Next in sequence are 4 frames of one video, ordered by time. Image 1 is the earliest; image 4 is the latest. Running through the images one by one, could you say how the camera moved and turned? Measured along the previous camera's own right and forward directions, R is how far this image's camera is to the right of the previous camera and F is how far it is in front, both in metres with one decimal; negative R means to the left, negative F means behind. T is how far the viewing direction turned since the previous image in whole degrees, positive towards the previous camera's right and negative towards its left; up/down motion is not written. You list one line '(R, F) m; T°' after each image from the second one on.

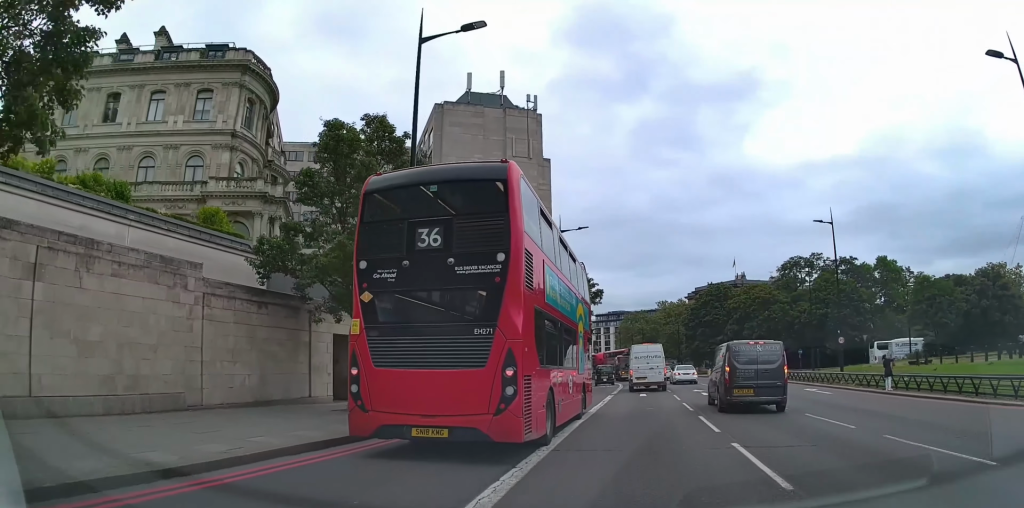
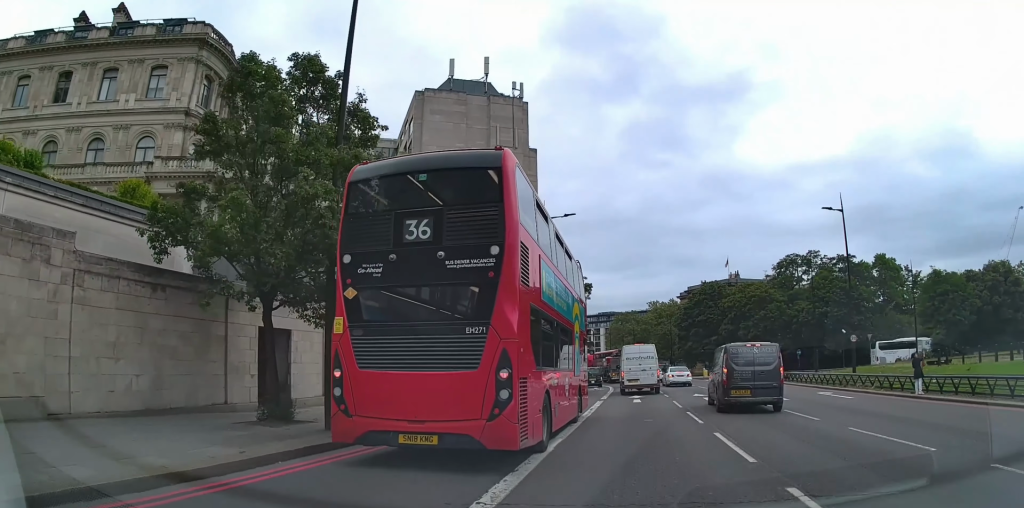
(+0.1, +3.8) m; +1°
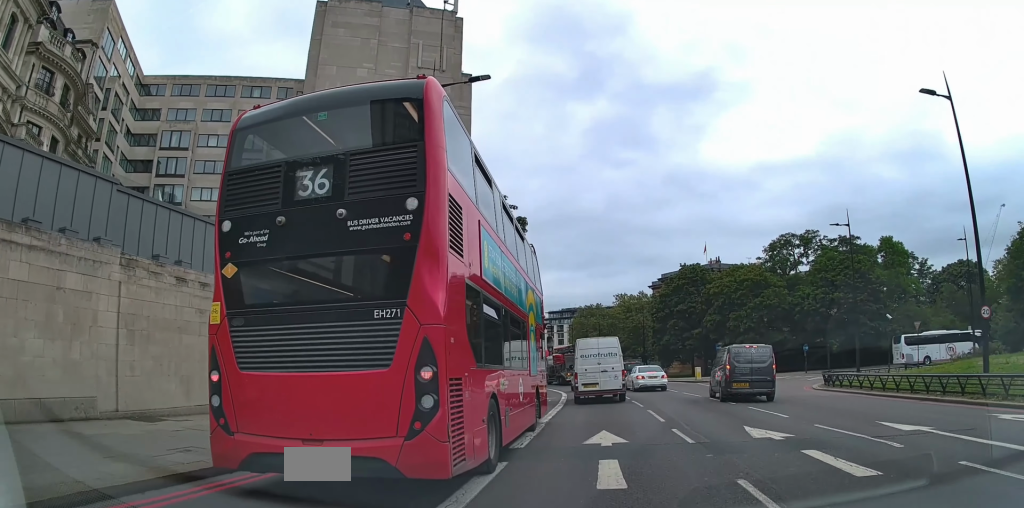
(+0.6, +17.8) m; +4°
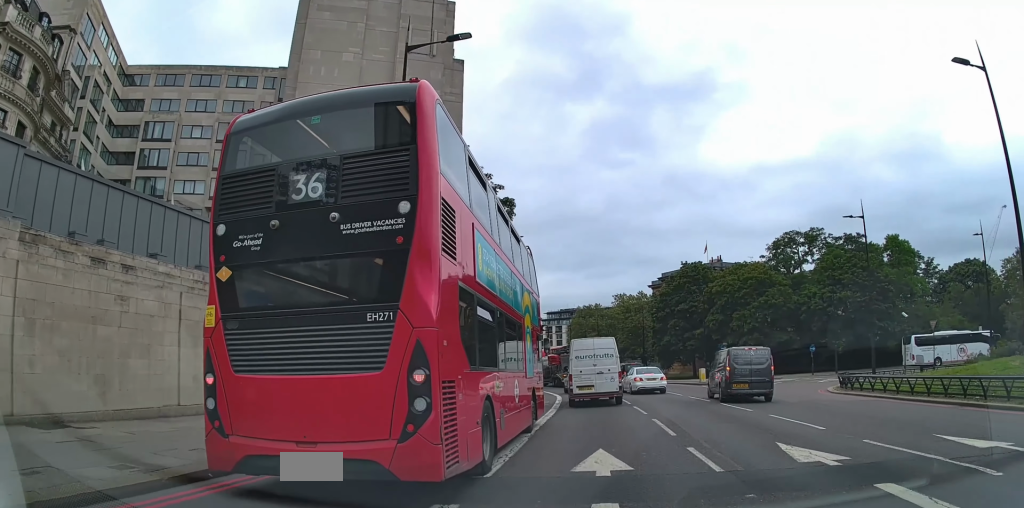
(0.0, +2.9) m; 0°
